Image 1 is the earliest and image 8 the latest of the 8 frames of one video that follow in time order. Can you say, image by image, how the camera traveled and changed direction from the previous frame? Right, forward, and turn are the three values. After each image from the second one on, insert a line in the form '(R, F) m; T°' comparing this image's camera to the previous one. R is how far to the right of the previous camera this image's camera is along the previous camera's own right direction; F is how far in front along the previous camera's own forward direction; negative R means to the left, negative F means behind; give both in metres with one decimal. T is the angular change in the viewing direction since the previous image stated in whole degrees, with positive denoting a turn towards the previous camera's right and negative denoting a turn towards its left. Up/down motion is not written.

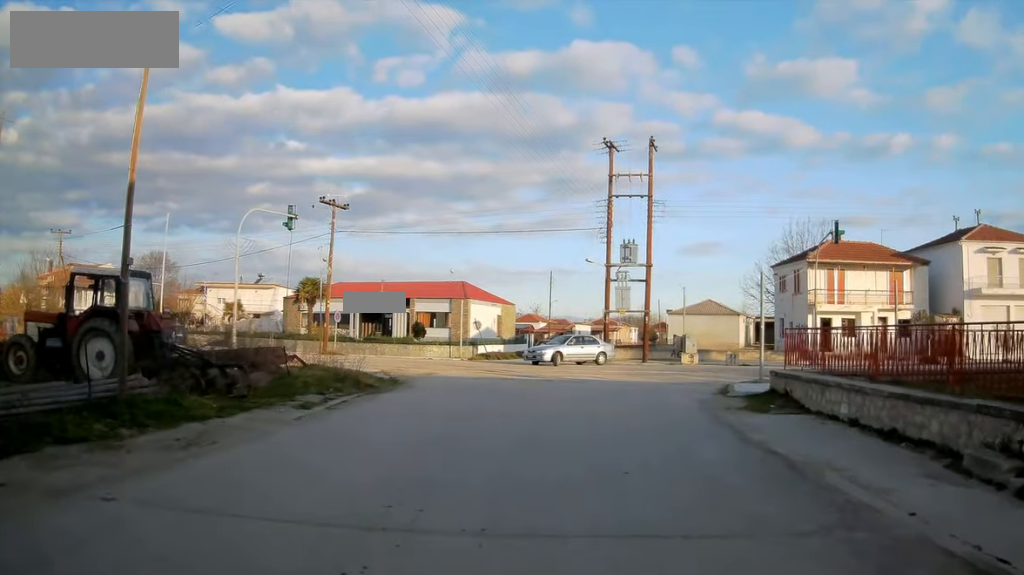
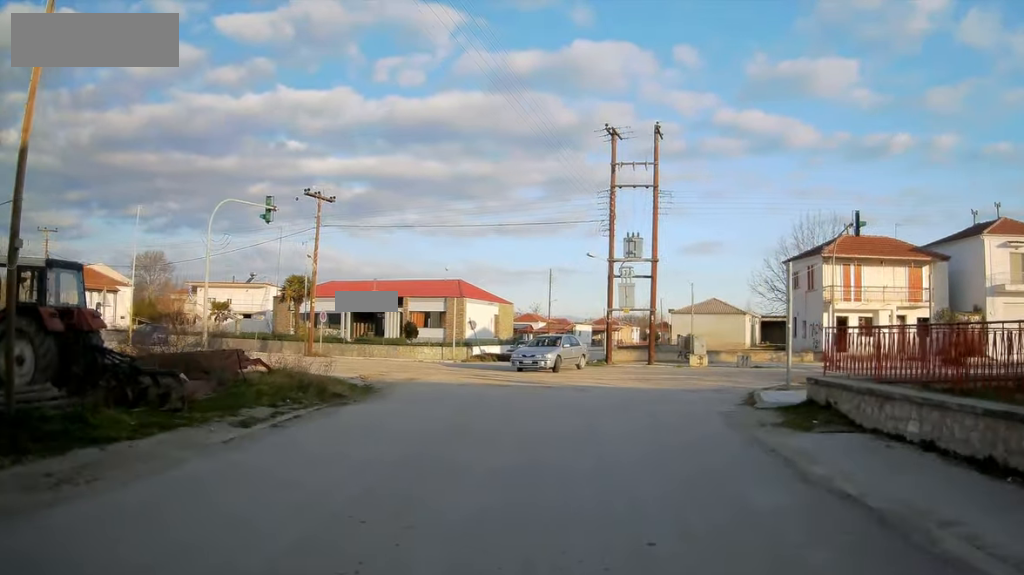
(0.0, +1.8) m; -3°
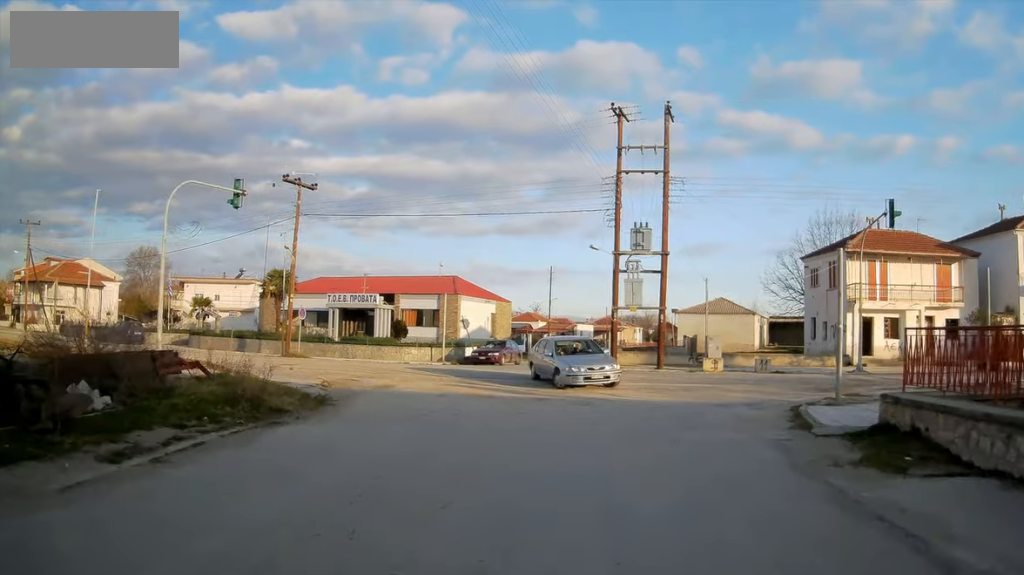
(-0.1, +3.1) m; +1°
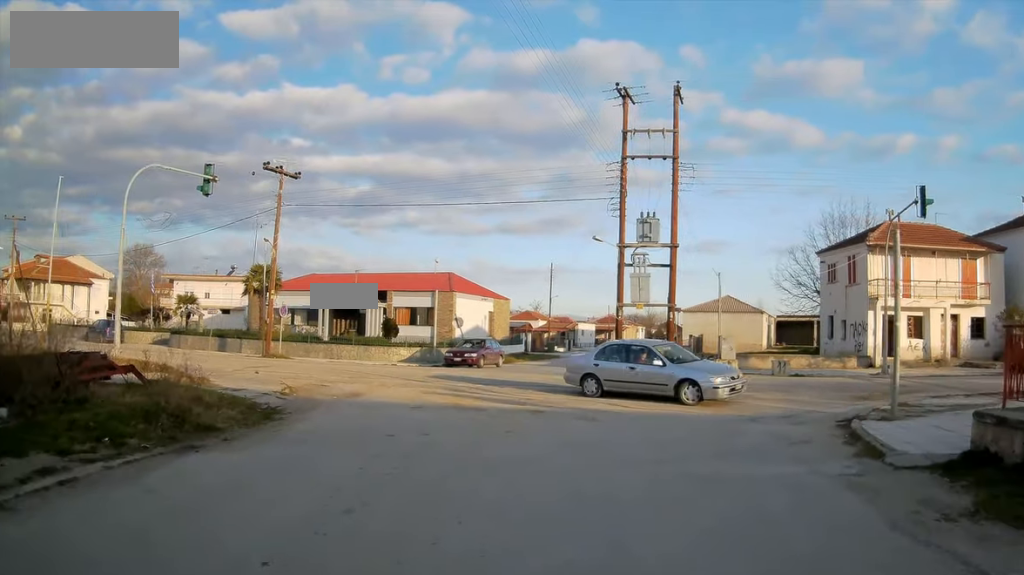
(+0.1, +2.9) m; +3°
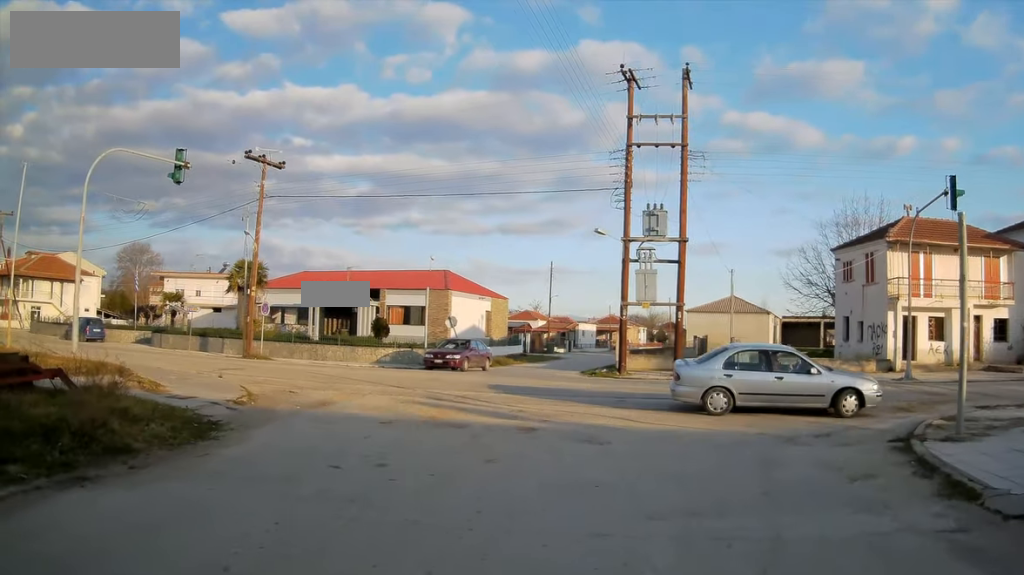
(+0.1, +2.7) m; +2°
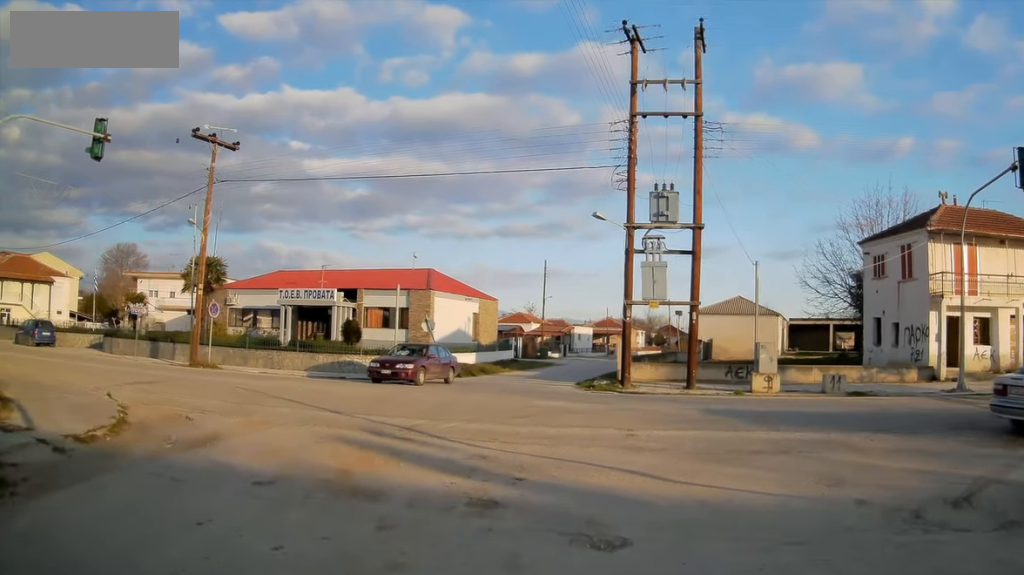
(-0.1, +6.2) m; -1°
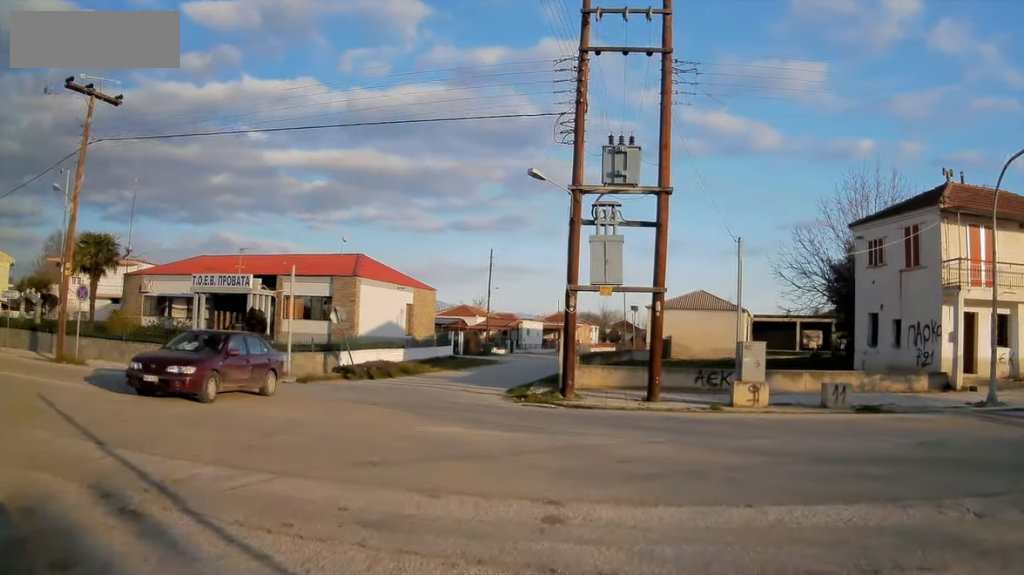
(+0.2, +7.3) m; +4°
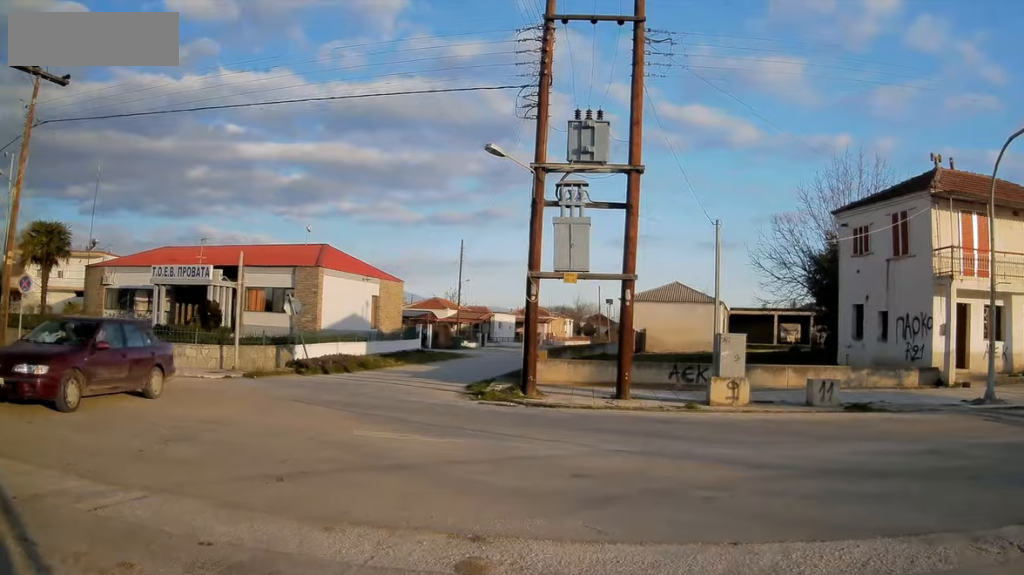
(0.0, +1.9) m; +1°
